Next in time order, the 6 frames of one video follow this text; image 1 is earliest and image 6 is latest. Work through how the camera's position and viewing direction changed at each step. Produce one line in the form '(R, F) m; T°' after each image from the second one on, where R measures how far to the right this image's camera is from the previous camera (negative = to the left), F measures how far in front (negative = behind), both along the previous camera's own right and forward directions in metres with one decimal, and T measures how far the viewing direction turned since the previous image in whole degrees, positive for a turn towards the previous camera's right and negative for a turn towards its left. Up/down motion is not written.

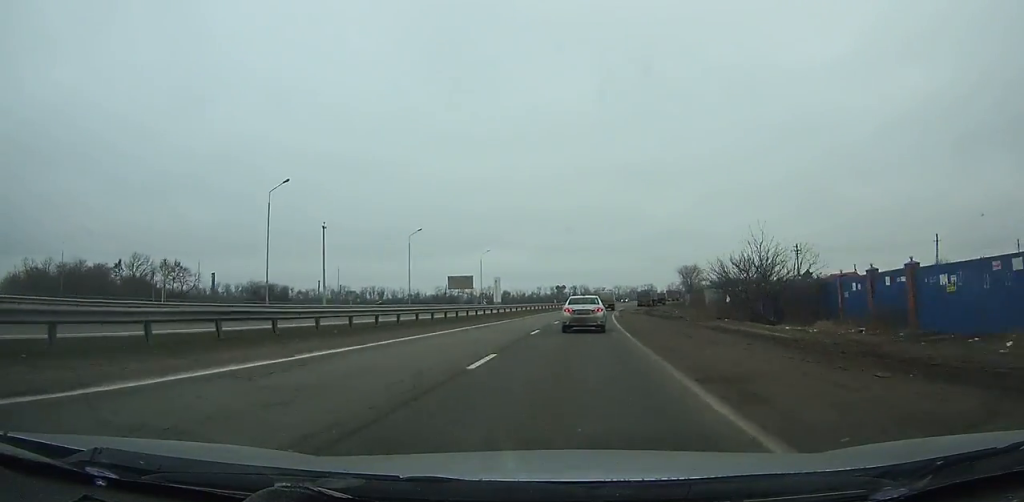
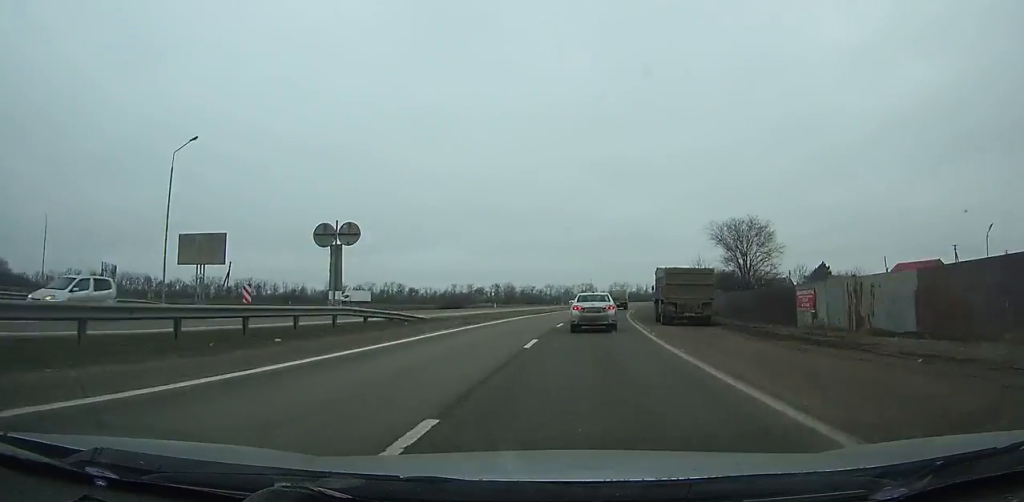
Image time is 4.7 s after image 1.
(+3.9, +77.5) m; +7°
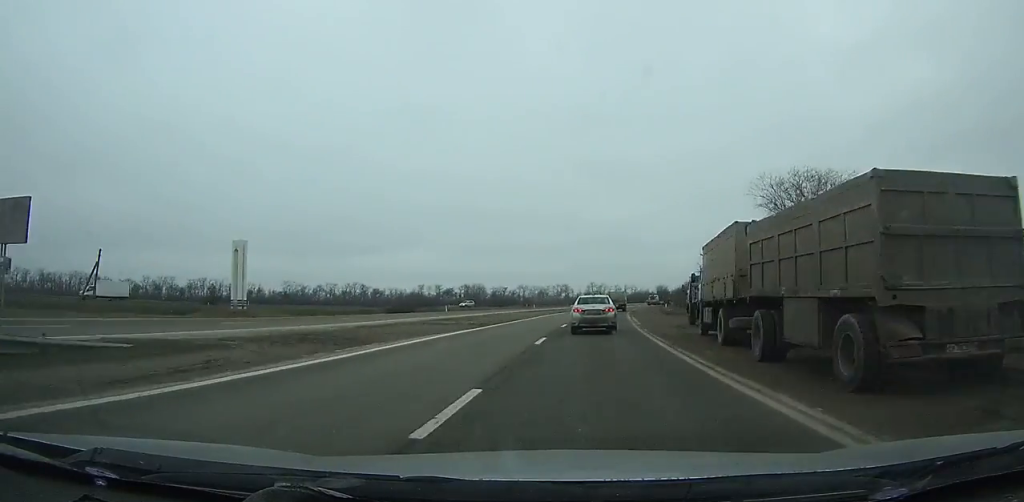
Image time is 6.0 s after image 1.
(+1.0, +20.9) m; +2°
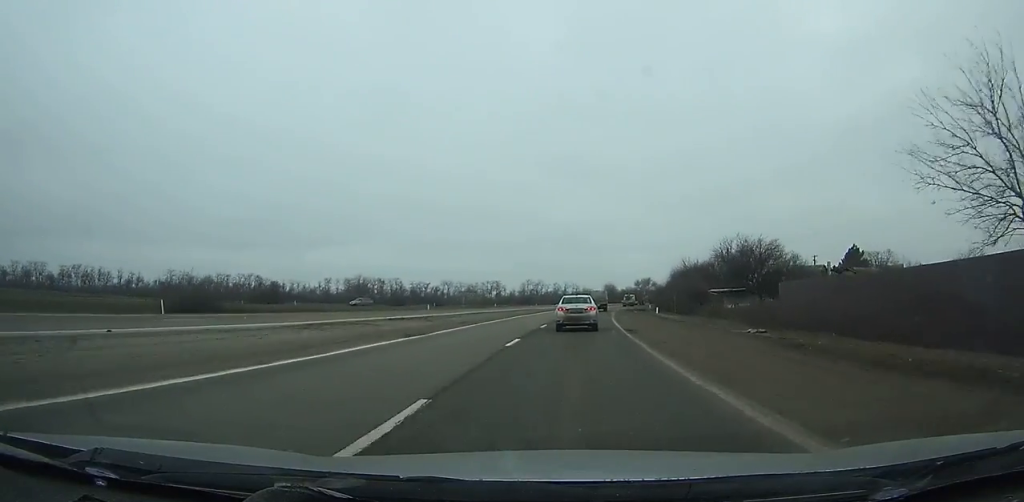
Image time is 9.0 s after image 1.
(+2.4, +47.7) m; +5°
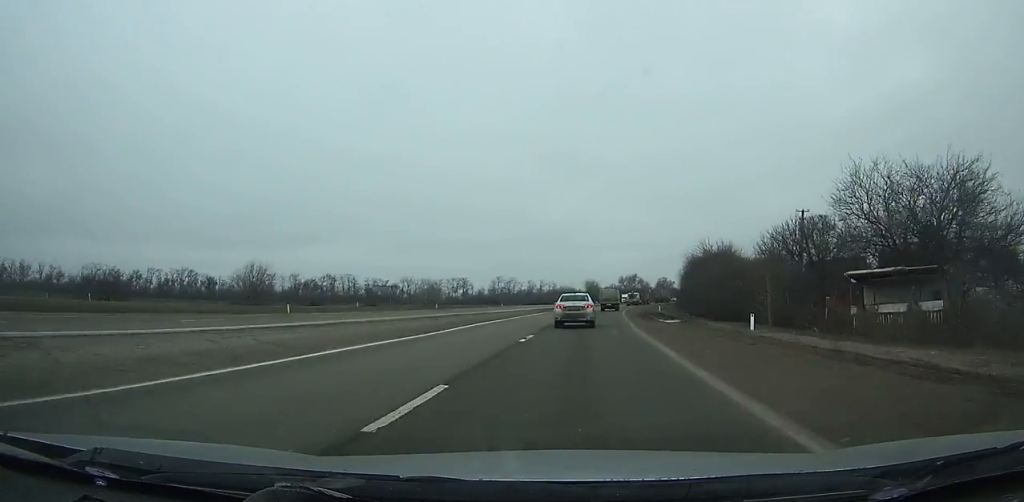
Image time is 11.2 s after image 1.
(+0.8, +34.5) m; +3°
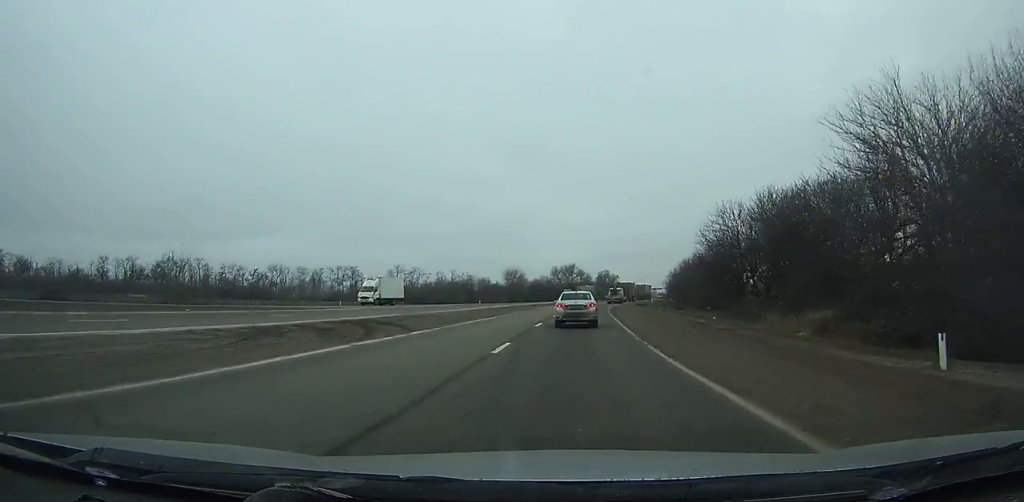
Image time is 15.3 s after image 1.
(+3.2, +62.6) m; +5°
